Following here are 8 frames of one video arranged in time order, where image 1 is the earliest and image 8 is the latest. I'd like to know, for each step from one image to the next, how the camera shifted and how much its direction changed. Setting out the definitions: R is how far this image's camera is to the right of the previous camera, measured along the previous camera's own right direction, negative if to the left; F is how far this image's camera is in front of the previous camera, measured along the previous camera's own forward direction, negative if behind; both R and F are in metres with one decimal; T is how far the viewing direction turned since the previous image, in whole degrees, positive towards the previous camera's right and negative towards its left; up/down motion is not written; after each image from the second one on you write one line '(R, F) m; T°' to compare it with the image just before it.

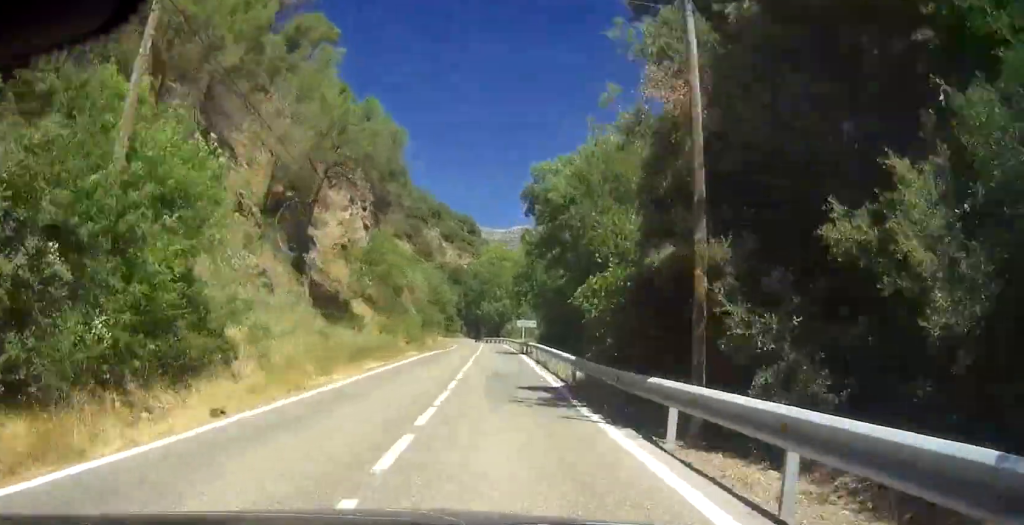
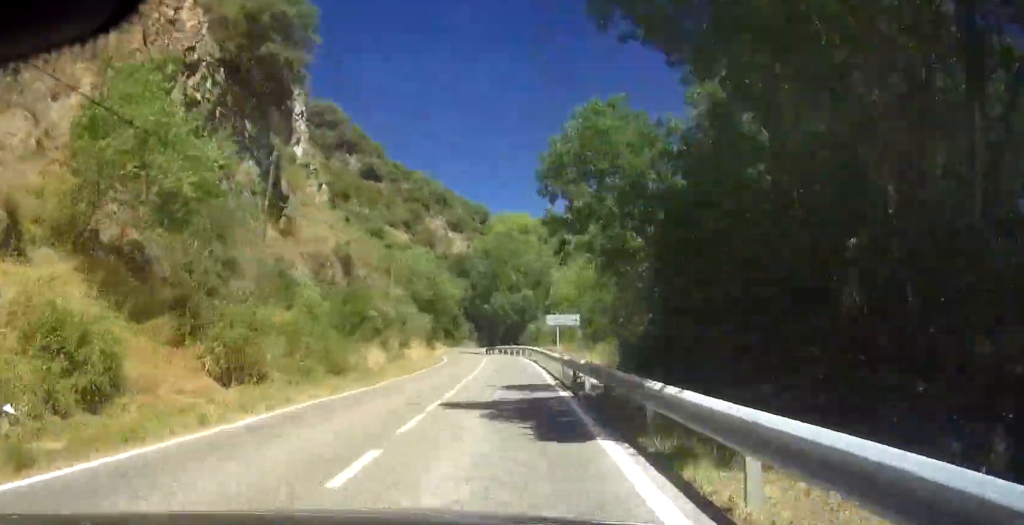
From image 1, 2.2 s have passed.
(-1.2, +34.3) m; -3°
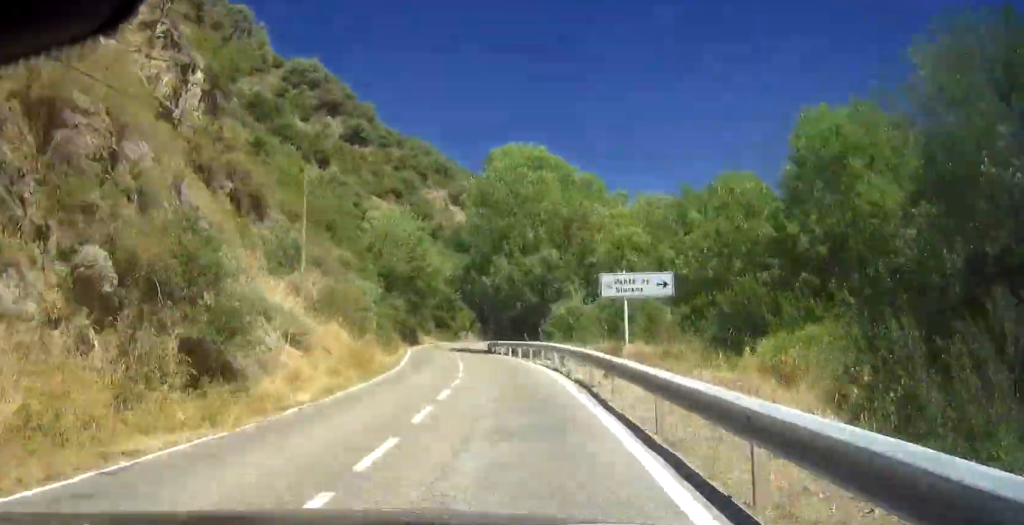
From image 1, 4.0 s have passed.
(-0.7, +25.9) m; +1°
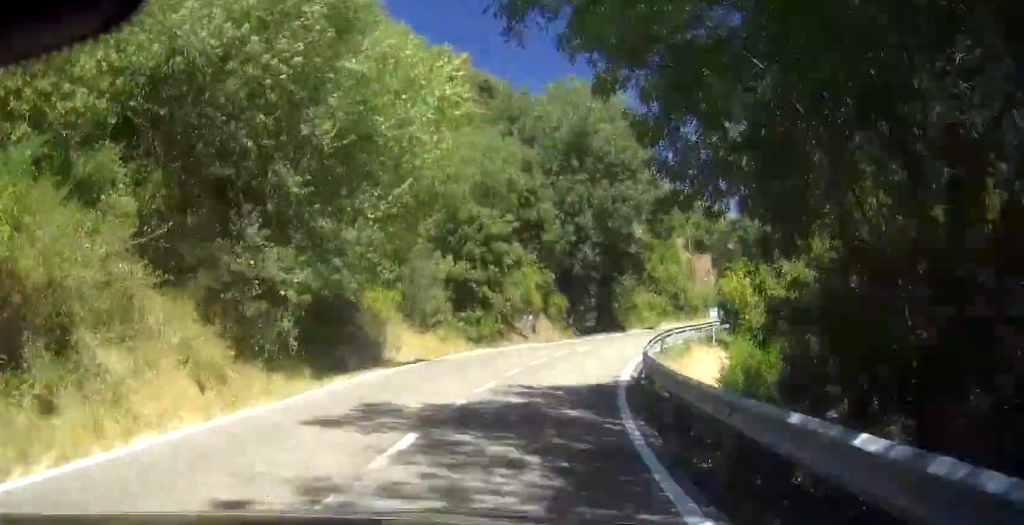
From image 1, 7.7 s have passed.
(-0.1, +52.0) m; +9°
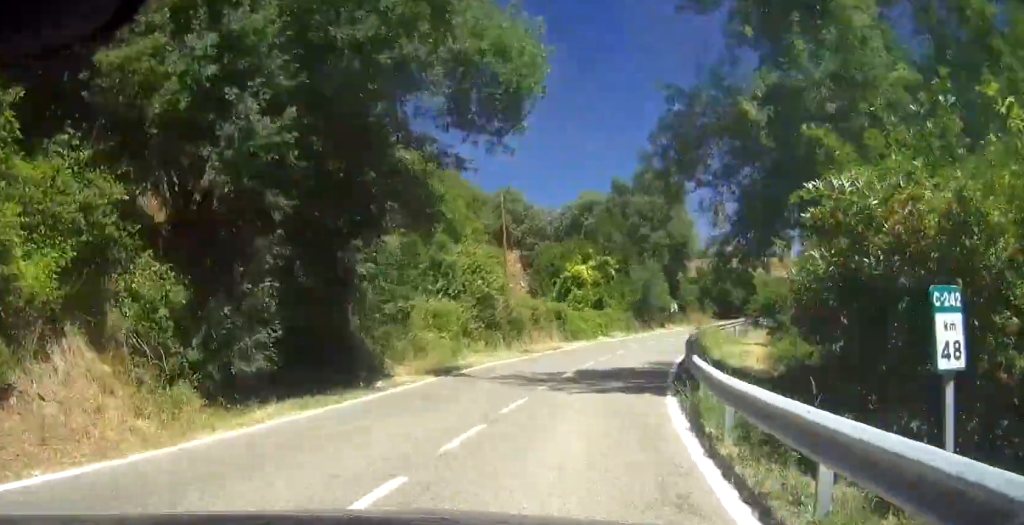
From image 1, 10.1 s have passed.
(+1.9, +31.9) m; +13°
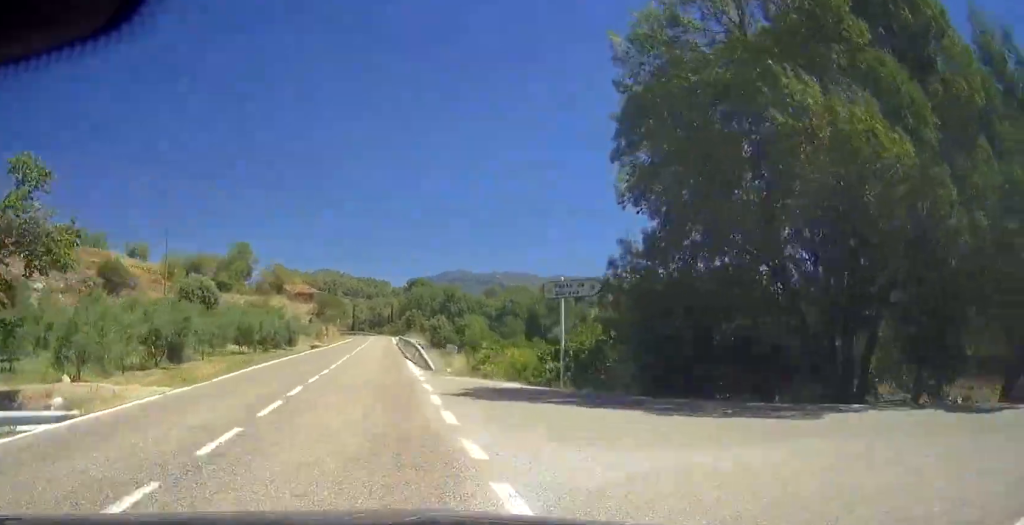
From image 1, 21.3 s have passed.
(+46.7, +100.8) m; +75°
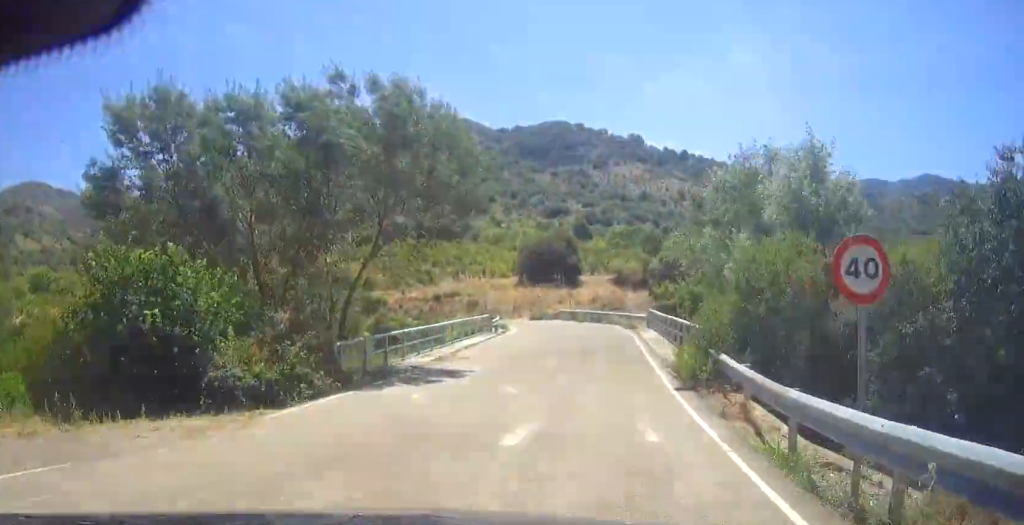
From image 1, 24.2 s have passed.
(+7.1, +19.7) m; +24°
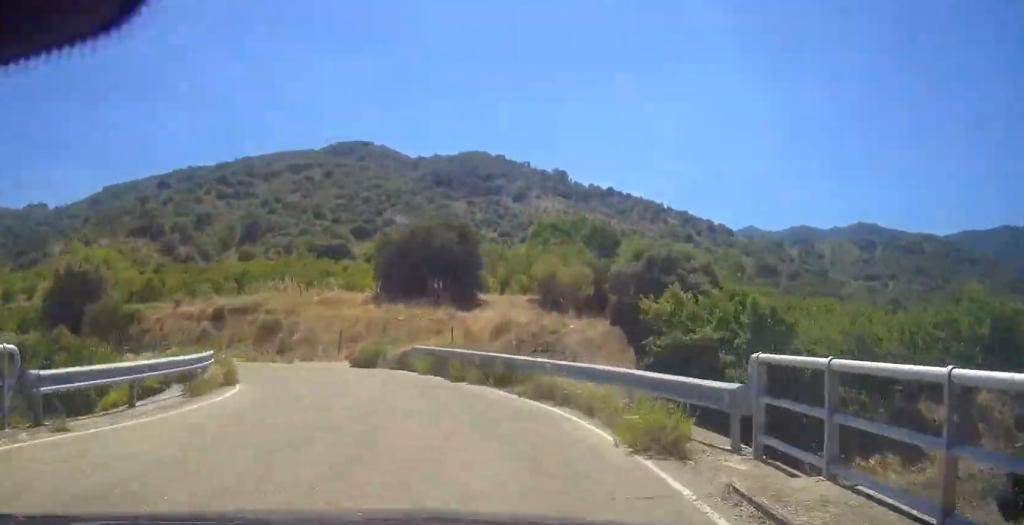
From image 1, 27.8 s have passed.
(+7.6, +32.7) m; -4°
